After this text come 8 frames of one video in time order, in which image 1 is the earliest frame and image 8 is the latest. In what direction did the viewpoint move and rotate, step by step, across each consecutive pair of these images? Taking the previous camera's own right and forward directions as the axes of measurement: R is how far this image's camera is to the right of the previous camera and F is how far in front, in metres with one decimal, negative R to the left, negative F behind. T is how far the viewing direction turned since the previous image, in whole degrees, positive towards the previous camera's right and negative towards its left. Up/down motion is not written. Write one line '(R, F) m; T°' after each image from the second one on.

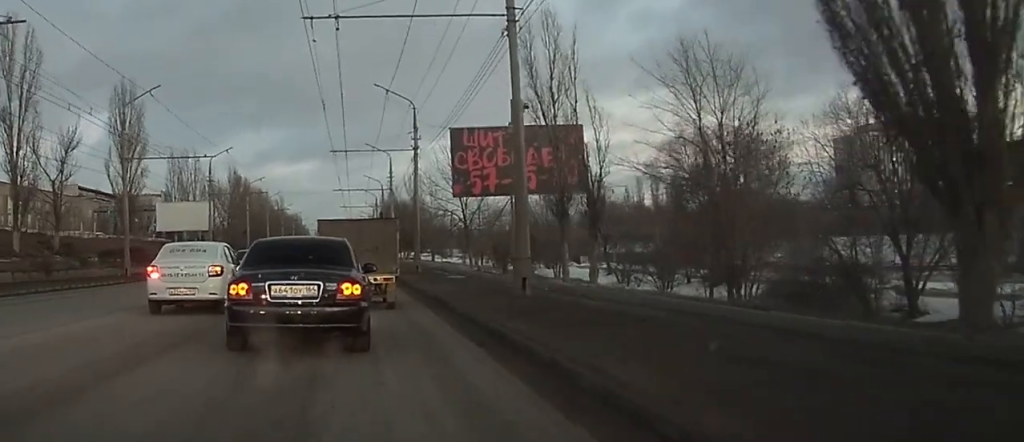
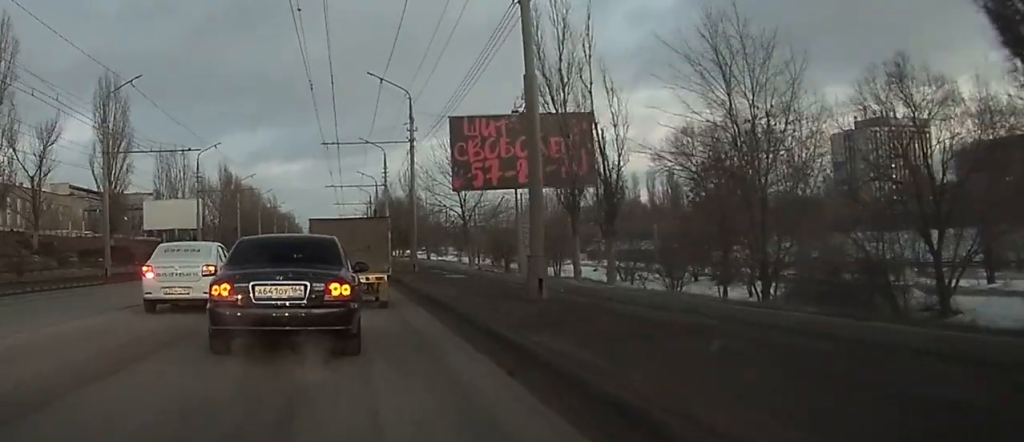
(0.0, +2.5) m; 0°
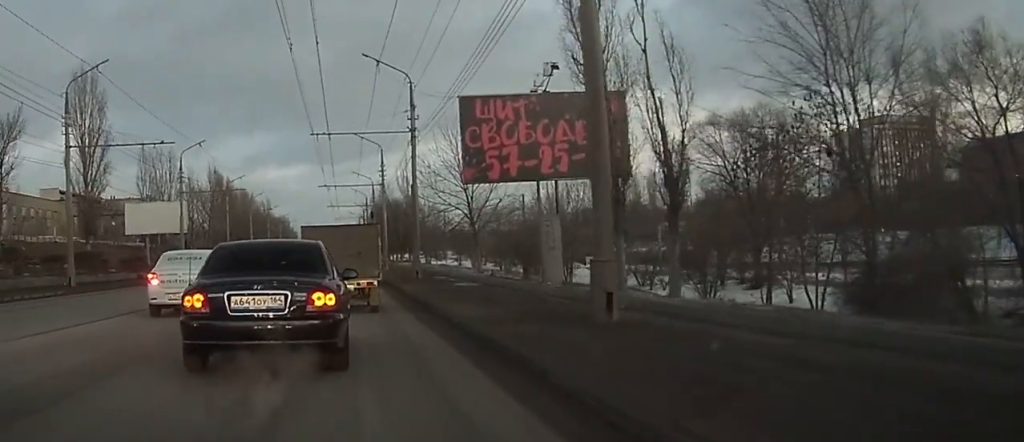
(0.0, +5.4) m; 0°
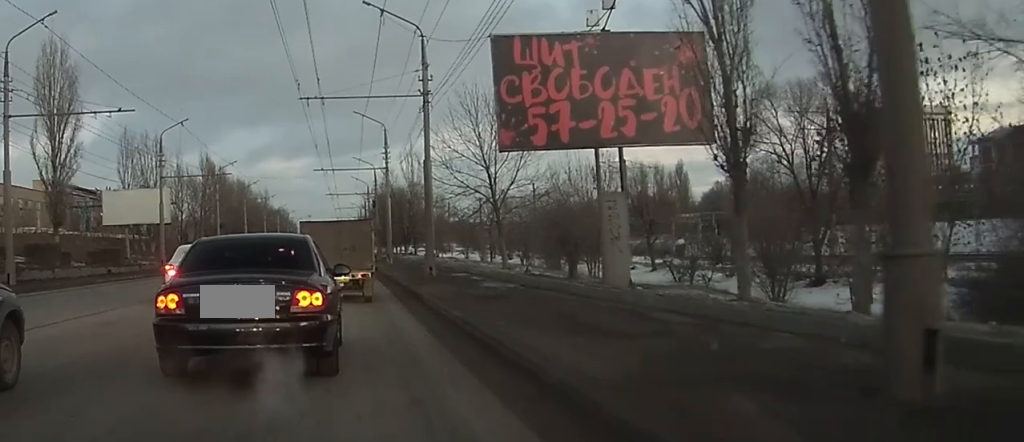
(0.0, +7.5) m; +1°
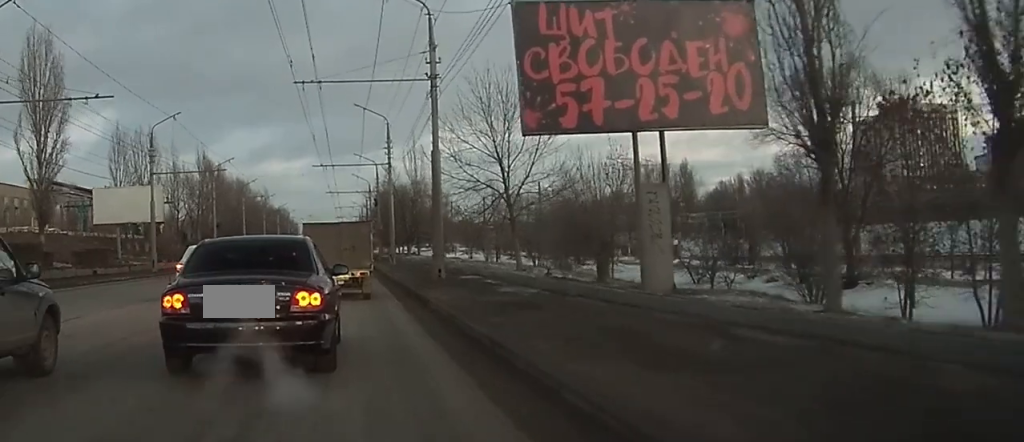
(+0.1, +3.5) m; +1°
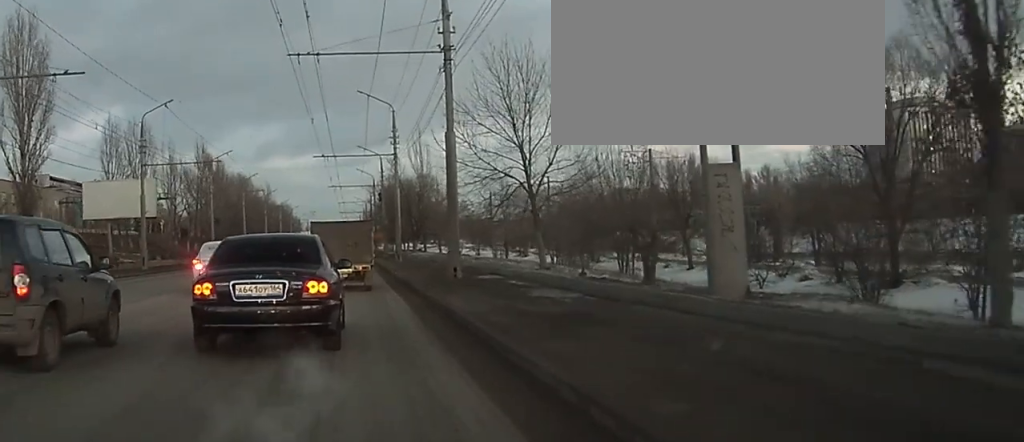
(0.0, +4.3) m; 0°
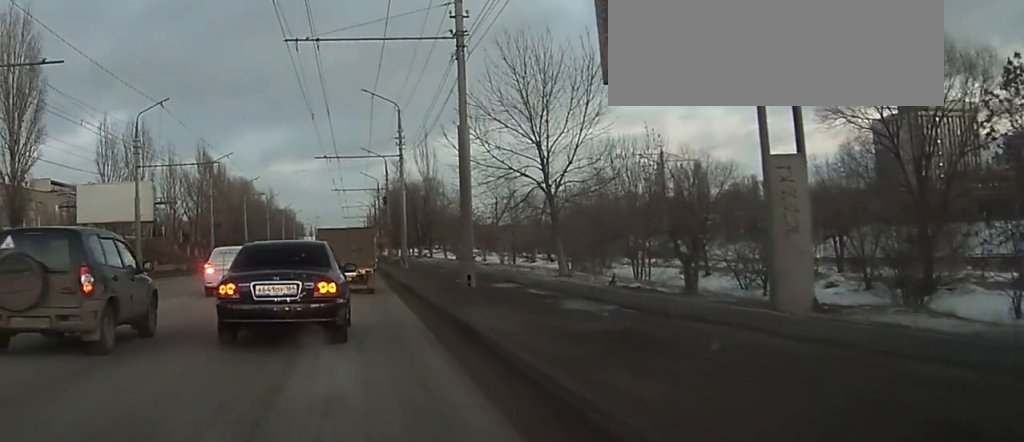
(0.0, +2.9) m; 0°
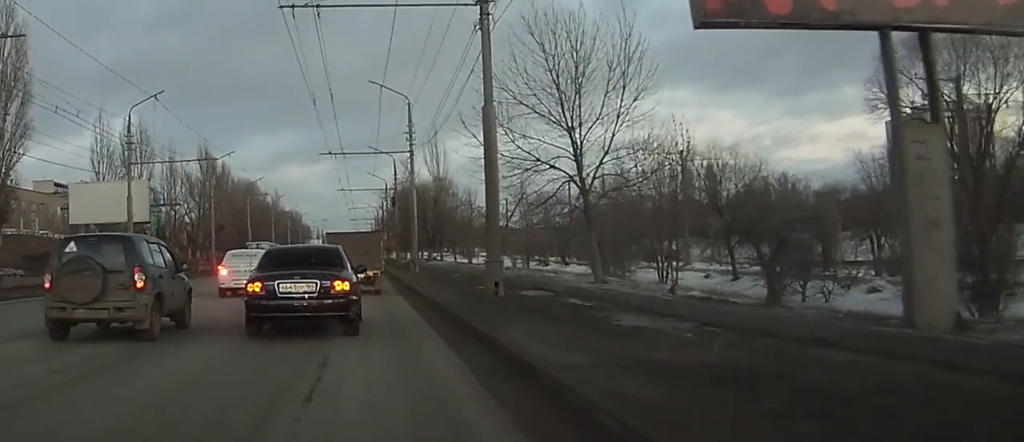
(0.0, +3.7) m; -1°
